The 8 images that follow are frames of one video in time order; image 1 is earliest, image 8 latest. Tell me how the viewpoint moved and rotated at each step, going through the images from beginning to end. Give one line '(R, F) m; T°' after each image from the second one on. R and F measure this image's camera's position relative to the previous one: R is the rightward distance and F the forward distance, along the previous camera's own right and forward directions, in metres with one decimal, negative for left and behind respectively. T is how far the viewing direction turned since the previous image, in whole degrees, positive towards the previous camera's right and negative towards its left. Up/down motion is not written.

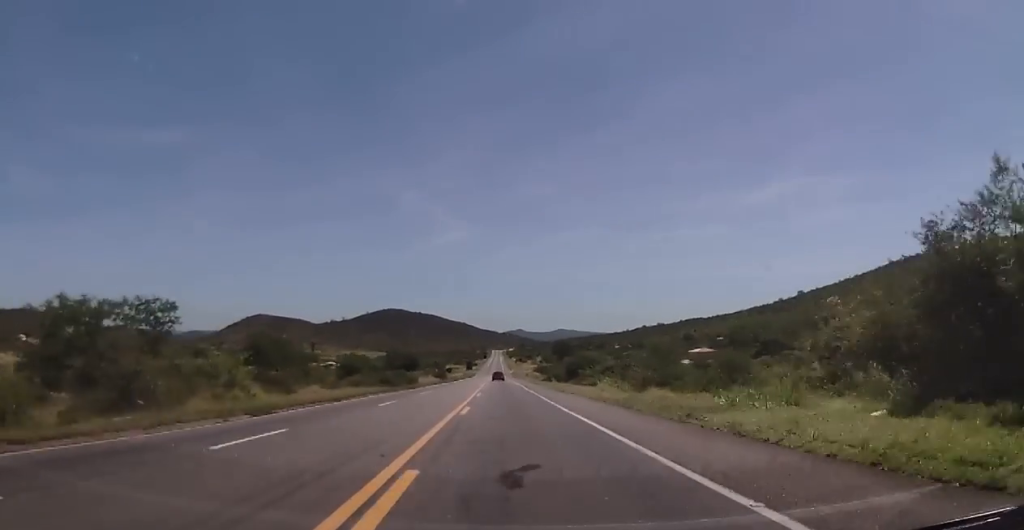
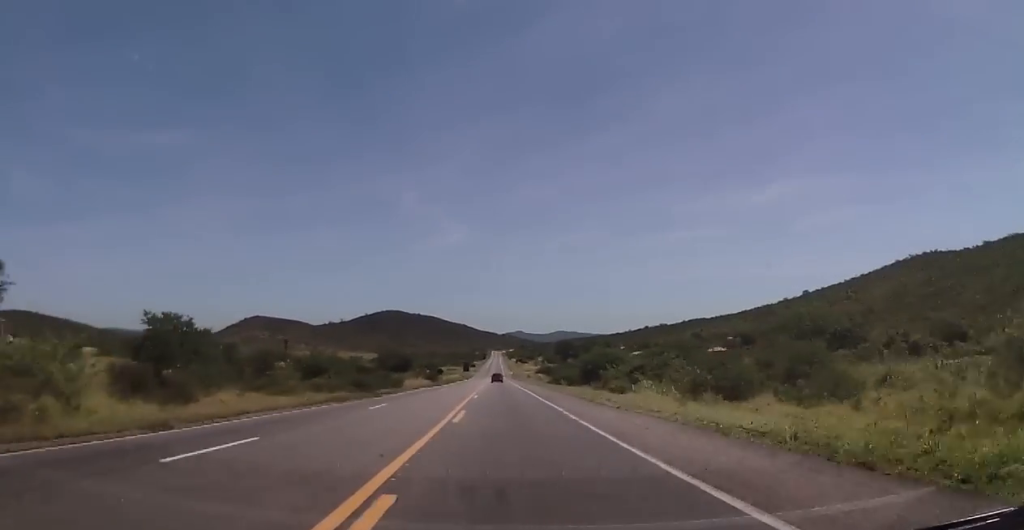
(+0.3, +17.6) m; 0°
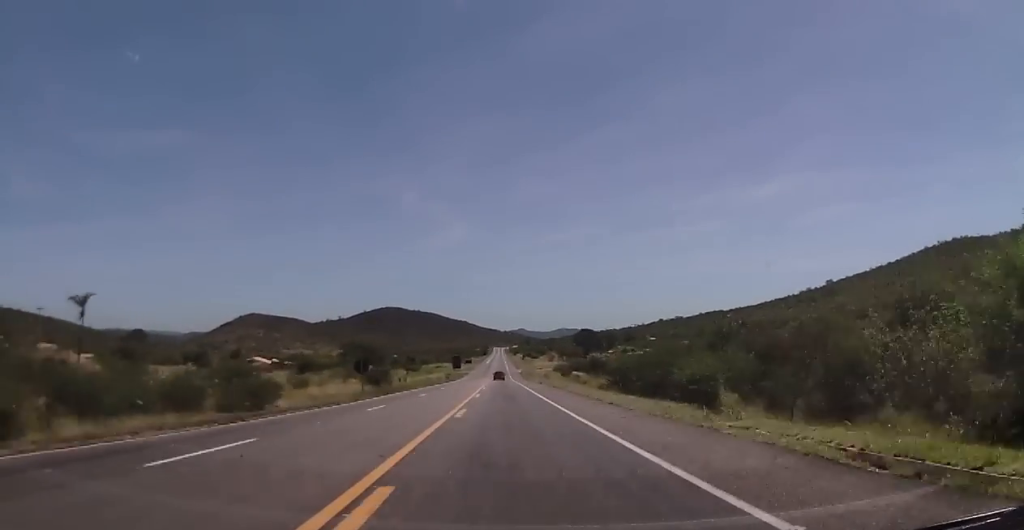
(-0.4, +63.5) m; 0°
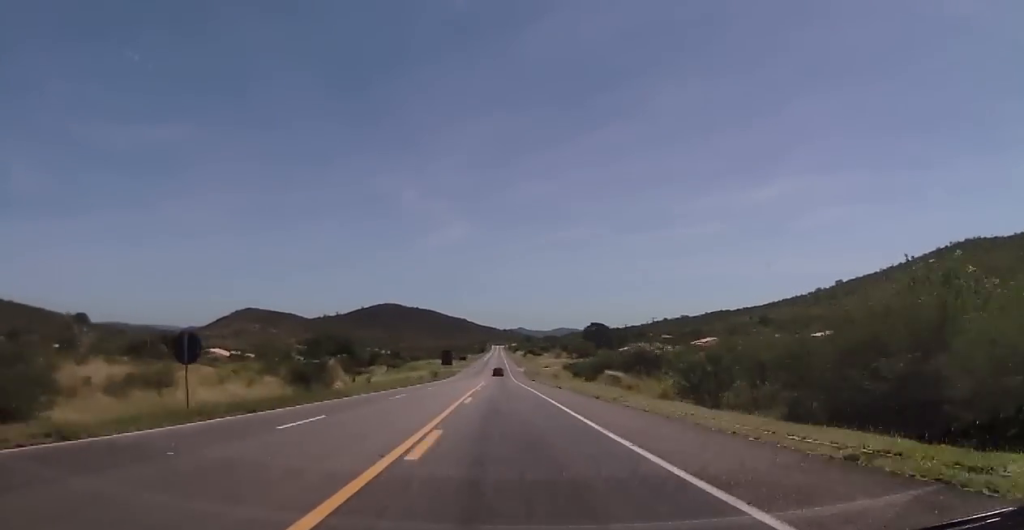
(+0.4, +25.9) m; 0°
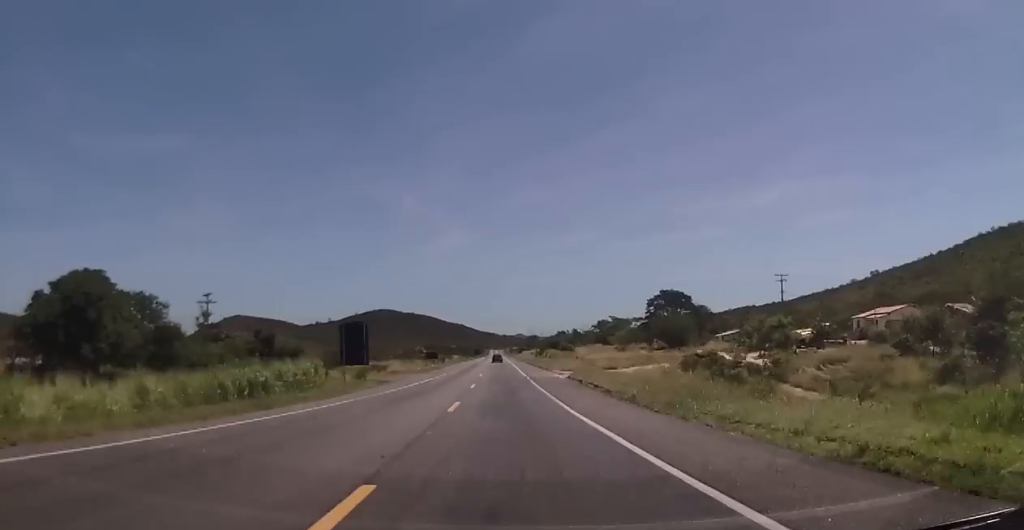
(+0.1, +87.2) m; +1°
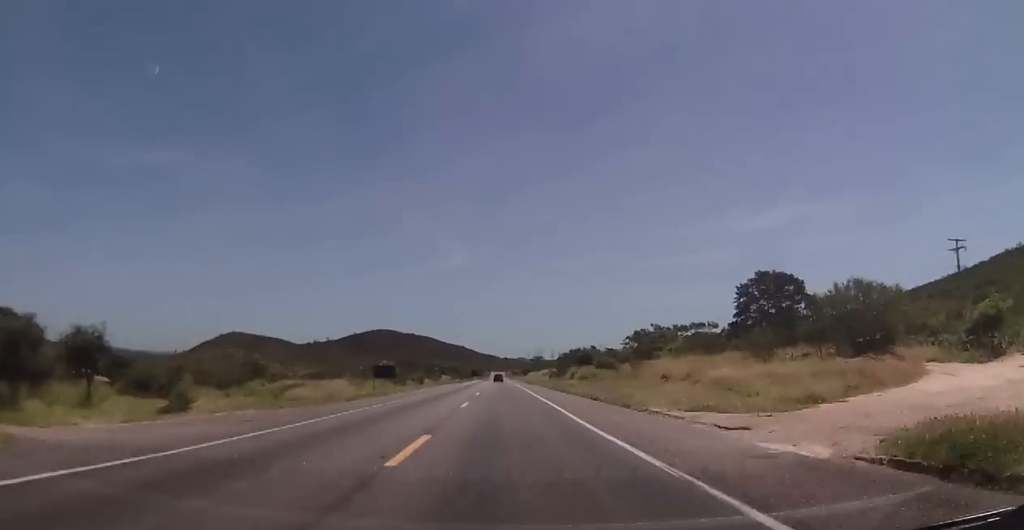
(-0.2, +43.3) m; 0°
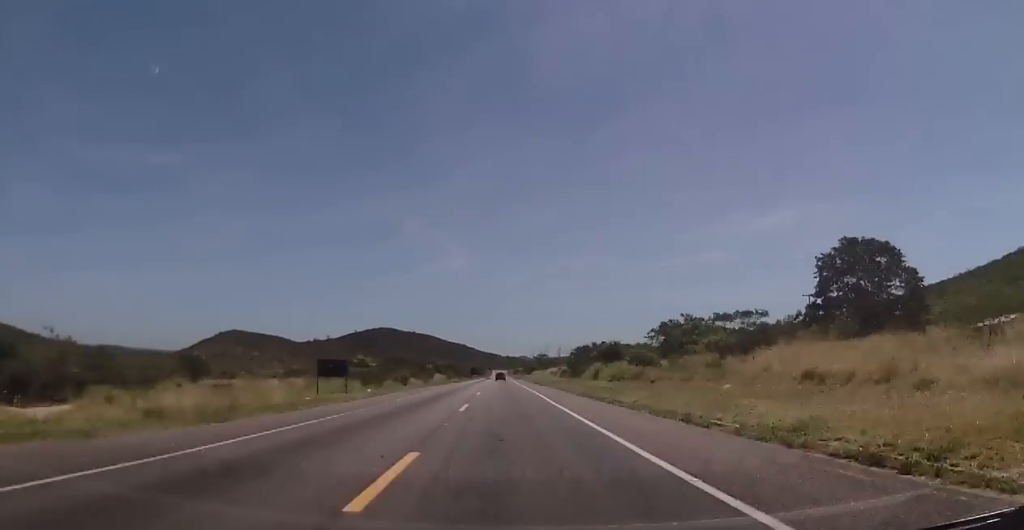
(0.0, +19.1) m; 0°
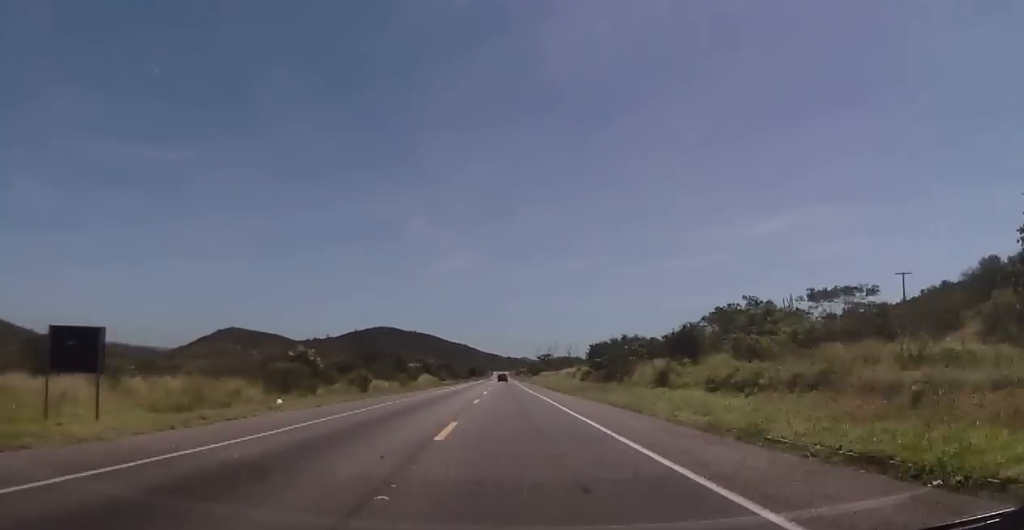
(0.0, +26.0) m; 0°
